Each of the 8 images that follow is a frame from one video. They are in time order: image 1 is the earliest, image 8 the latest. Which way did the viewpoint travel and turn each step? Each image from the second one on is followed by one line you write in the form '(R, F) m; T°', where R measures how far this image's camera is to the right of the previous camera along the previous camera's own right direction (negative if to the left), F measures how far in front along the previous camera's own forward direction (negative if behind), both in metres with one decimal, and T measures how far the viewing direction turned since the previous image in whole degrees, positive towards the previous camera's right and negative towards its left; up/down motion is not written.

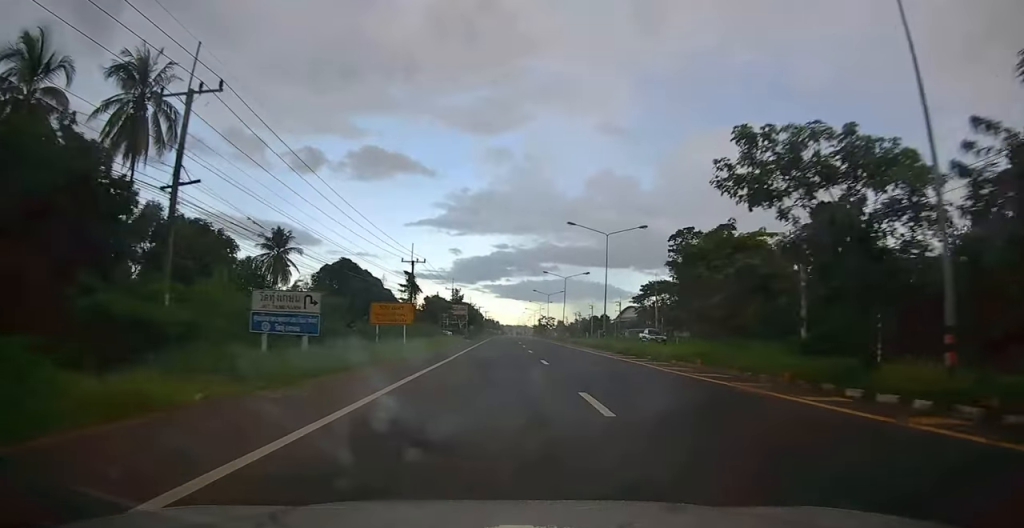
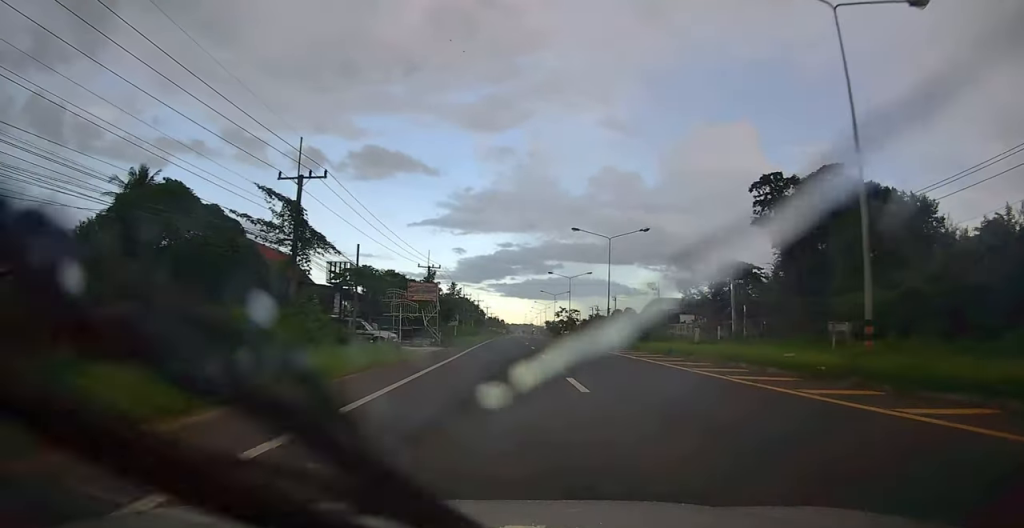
(0.0, +33.1) m; 0°
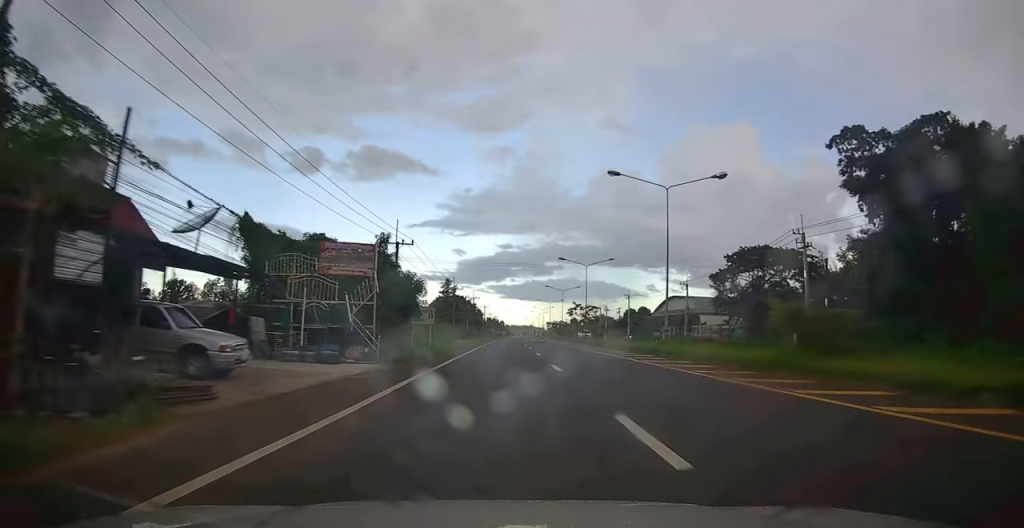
(0.0, +17.9) m; 0°
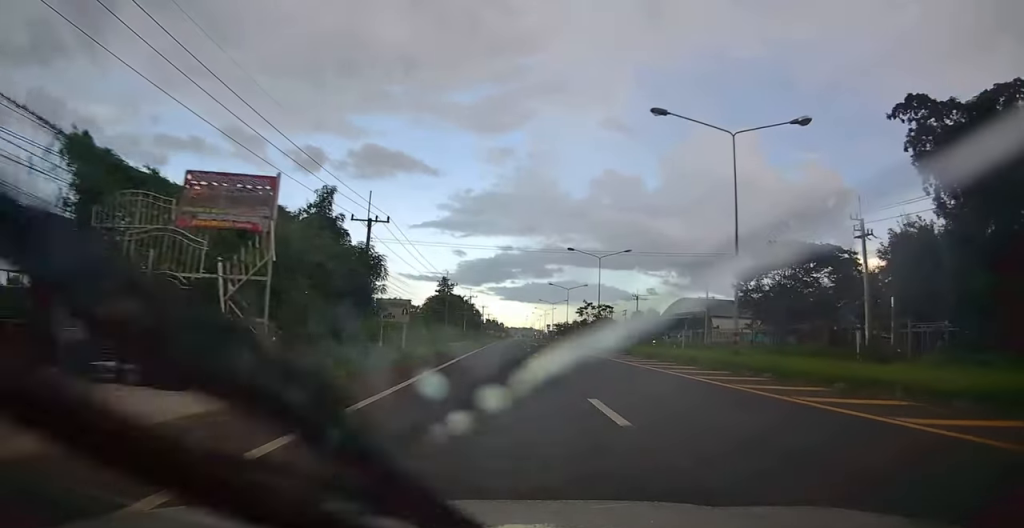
(0.0, +9.5) m; 0°
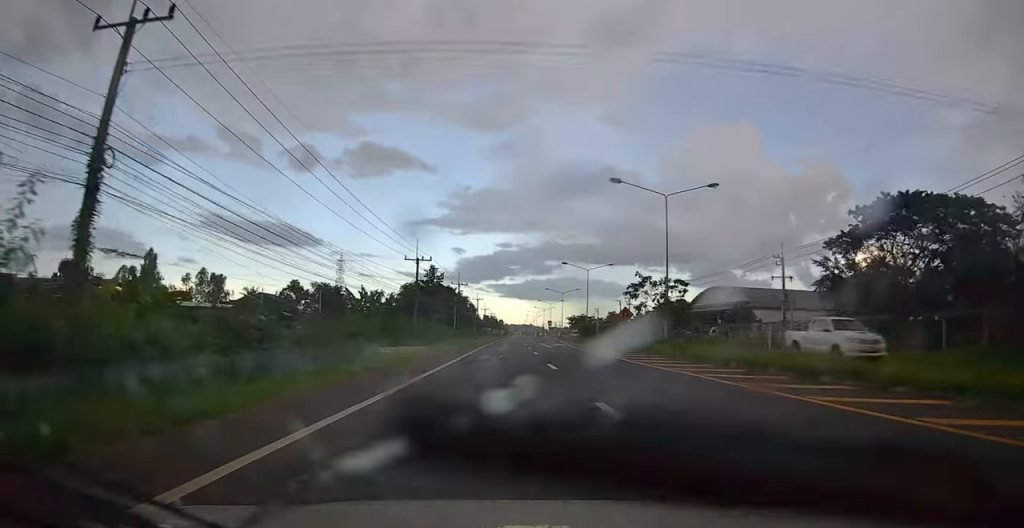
(0.0, +24.9) m; -2°
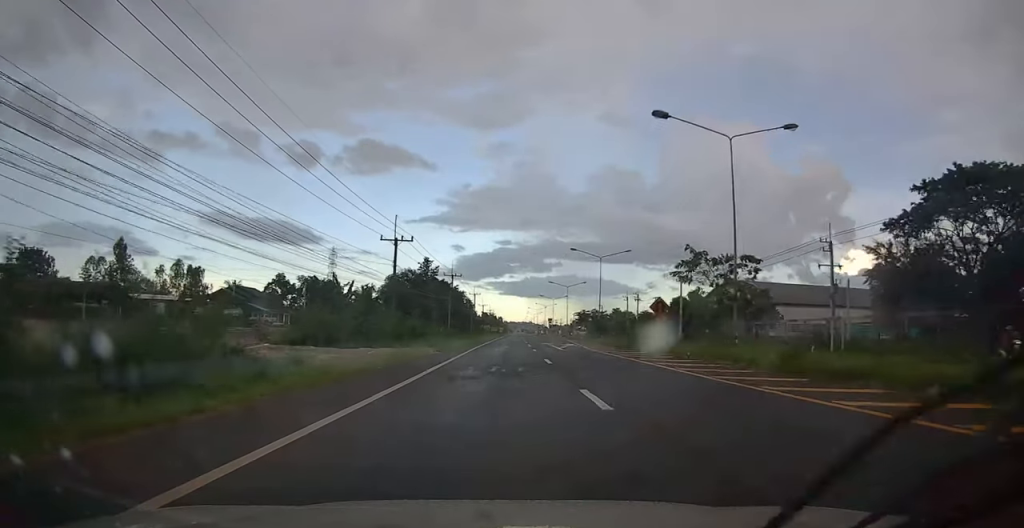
(-0.3, +9.9) m; 0°
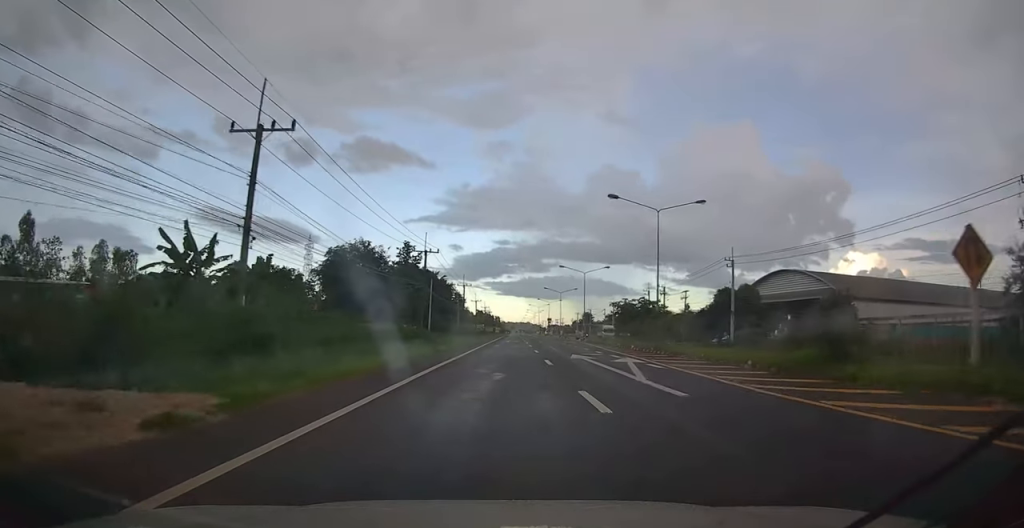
(+0.3, +24.0) m; +2°
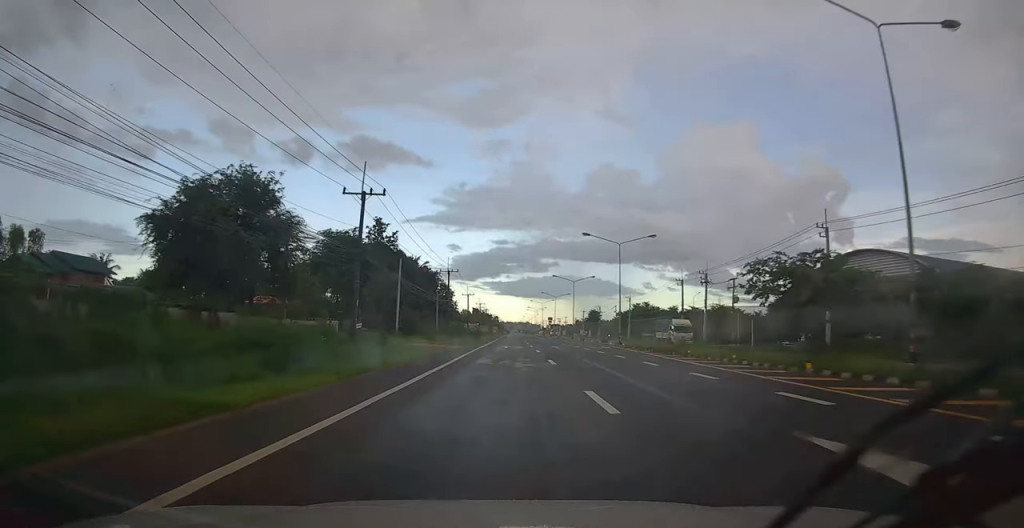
(+0.2, +23.9) m; +1°
